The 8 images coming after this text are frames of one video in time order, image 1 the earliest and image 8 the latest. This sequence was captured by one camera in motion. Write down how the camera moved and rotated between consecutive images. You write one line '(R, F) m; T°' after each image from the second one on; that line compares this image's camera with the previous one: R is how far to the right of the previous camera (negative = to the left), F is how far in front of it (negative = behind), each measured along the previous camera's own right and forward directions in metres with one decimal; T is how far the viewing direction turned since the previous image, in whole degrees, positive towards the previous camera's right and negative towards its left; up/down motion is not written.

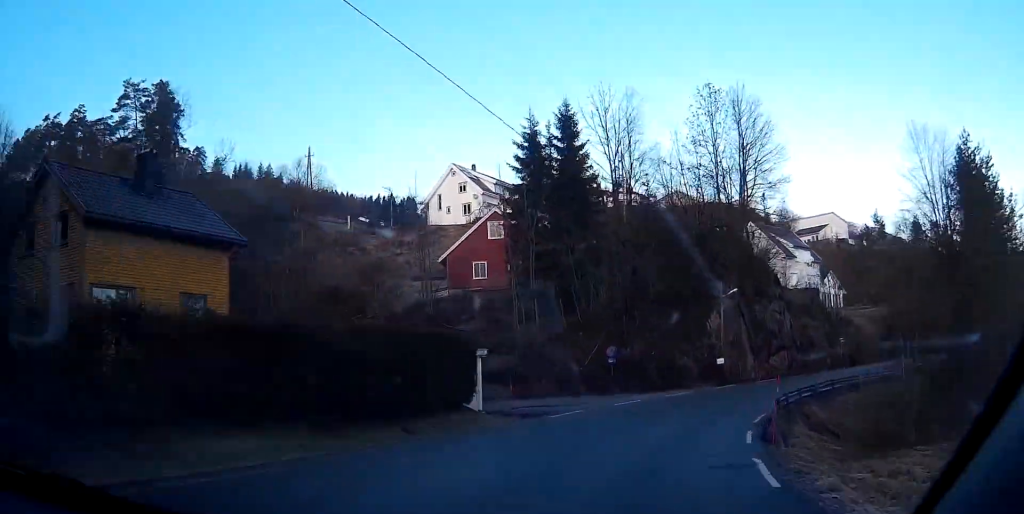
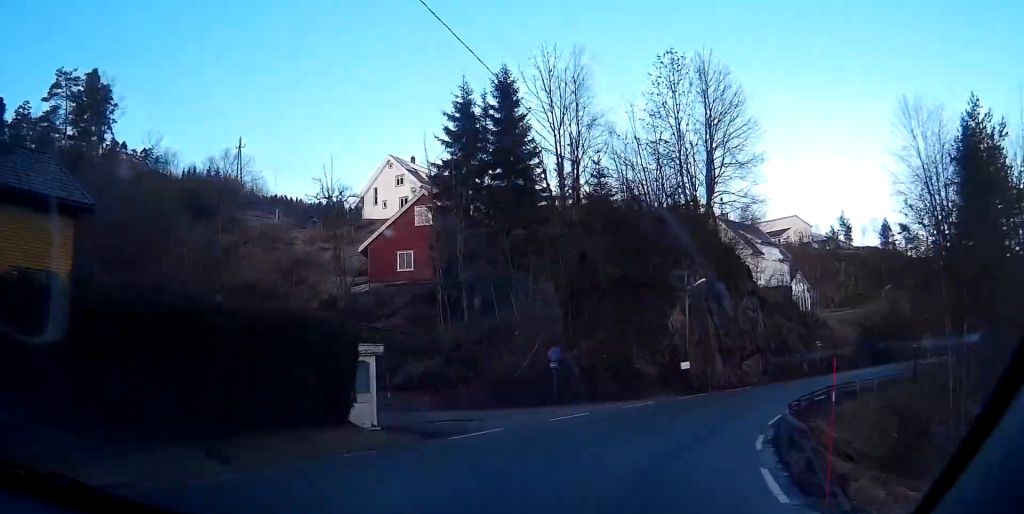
(0.0, +5.1) m; 0°
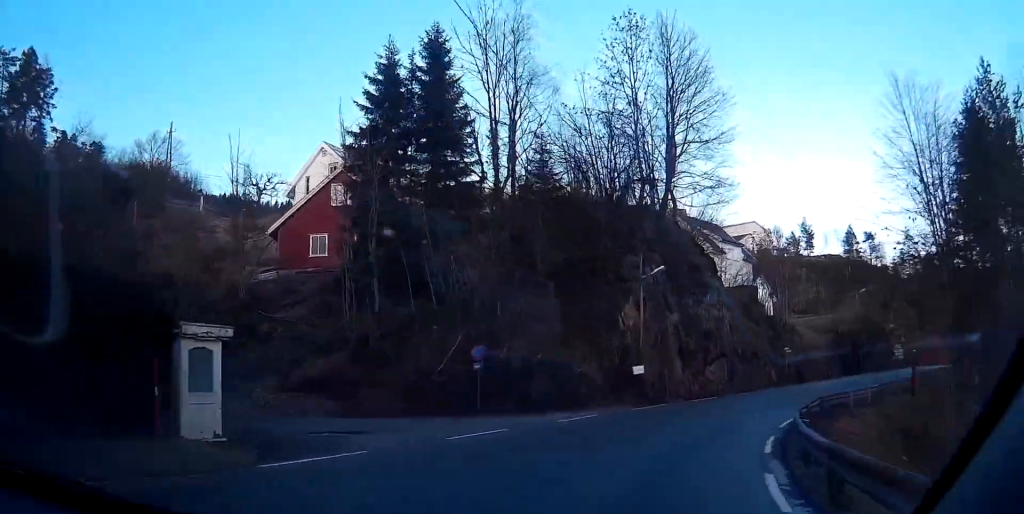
(0.0, +5.1) m; 0°
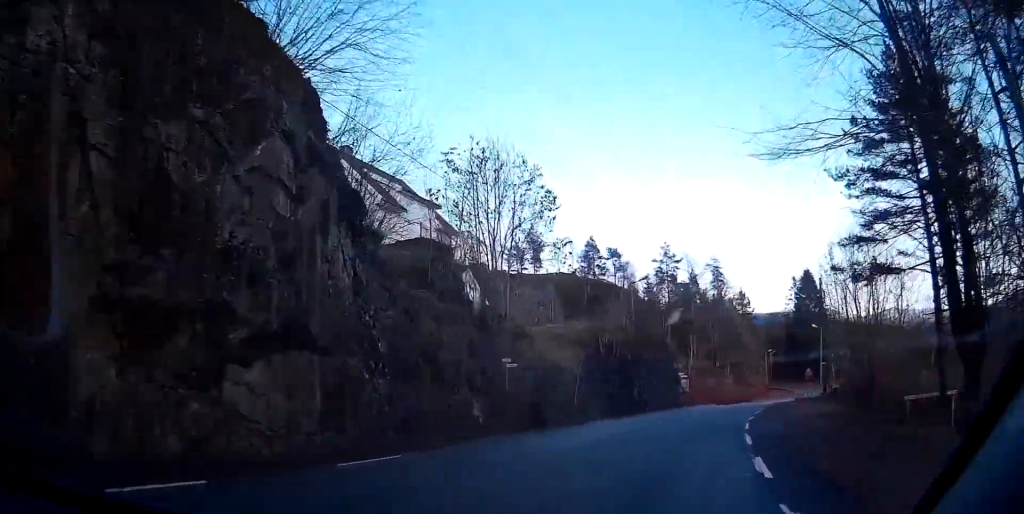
(+1.8, +25.6) m; +14°
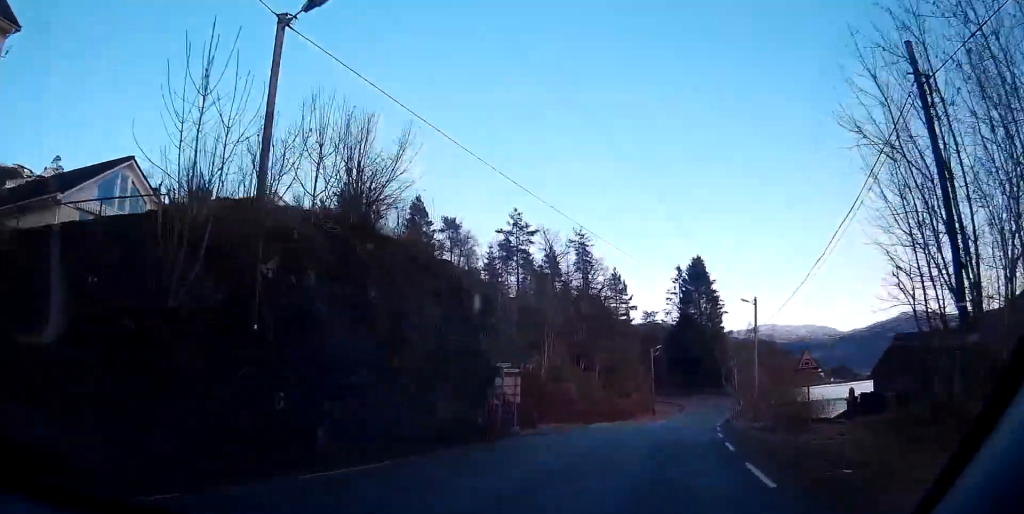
(+4.0, +31.3) m; +10°
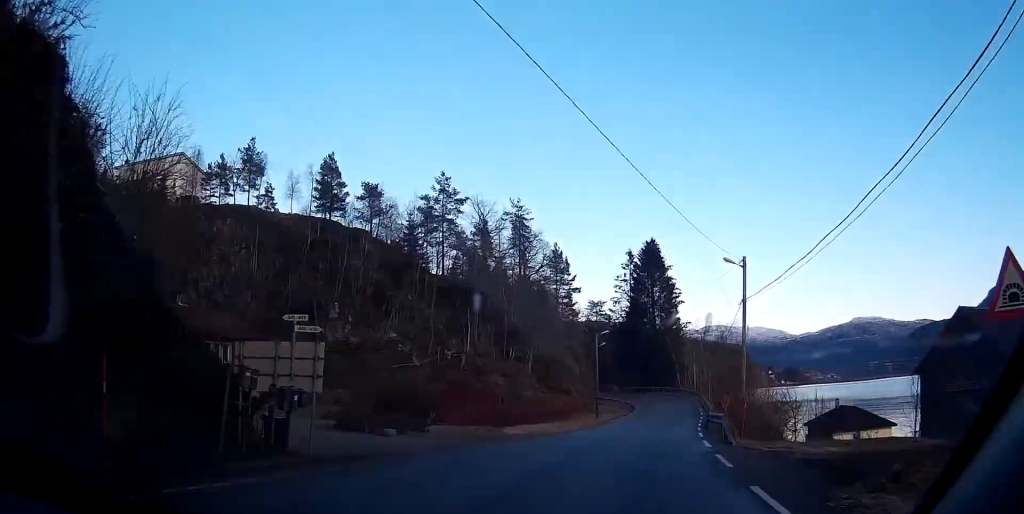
(+0.3, +15.1) m; +1°
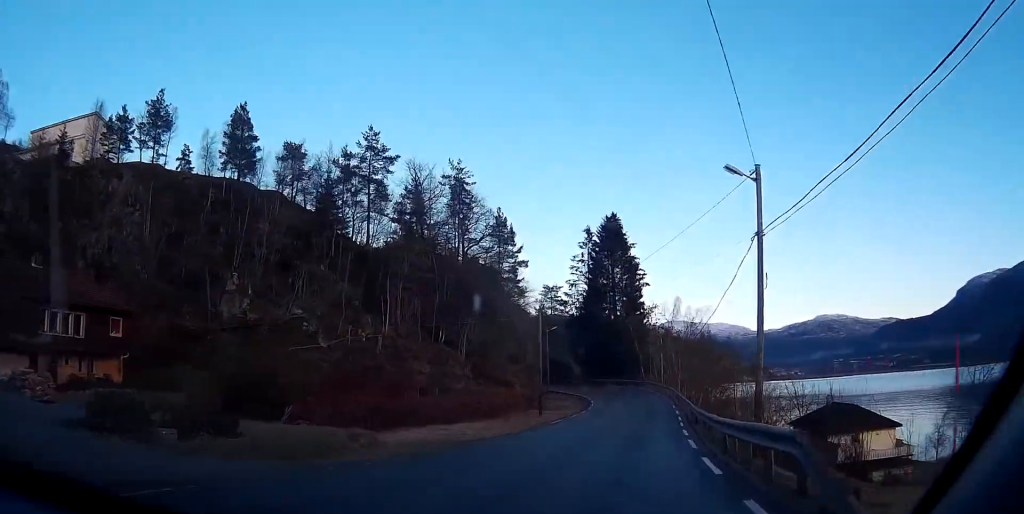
(0.0, +13.5) m; 0°
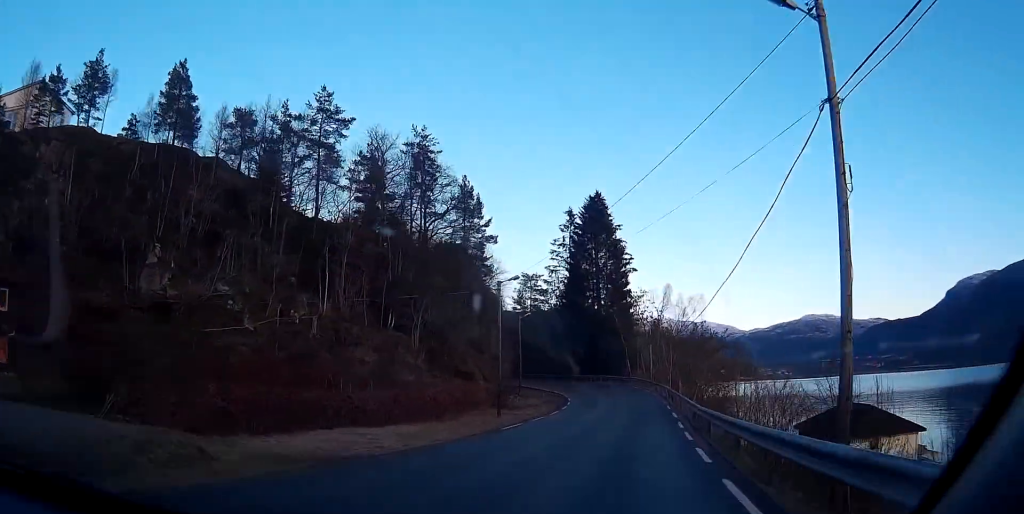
(0.0, +9.9) m; 0°
